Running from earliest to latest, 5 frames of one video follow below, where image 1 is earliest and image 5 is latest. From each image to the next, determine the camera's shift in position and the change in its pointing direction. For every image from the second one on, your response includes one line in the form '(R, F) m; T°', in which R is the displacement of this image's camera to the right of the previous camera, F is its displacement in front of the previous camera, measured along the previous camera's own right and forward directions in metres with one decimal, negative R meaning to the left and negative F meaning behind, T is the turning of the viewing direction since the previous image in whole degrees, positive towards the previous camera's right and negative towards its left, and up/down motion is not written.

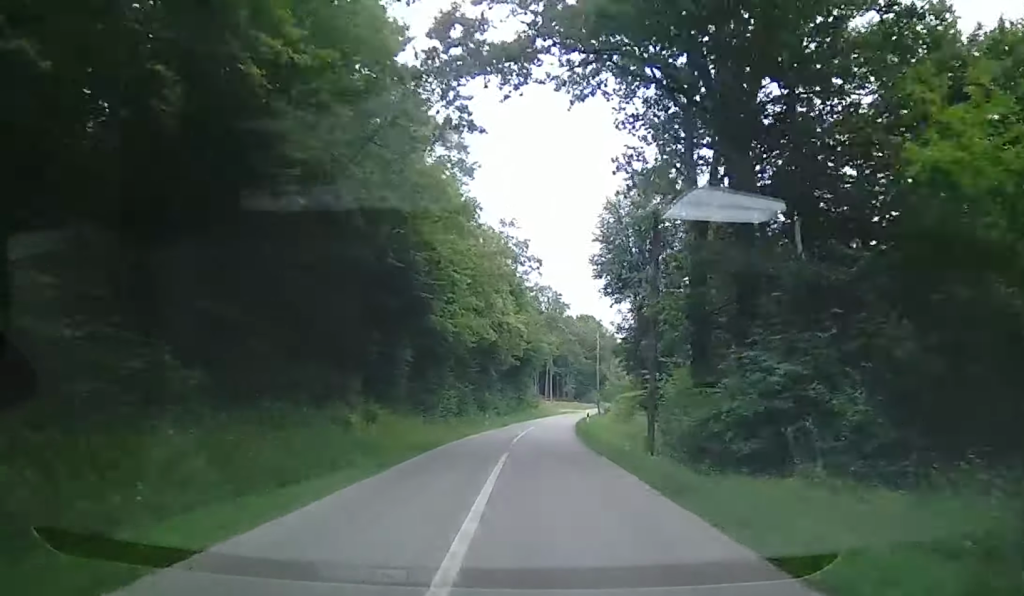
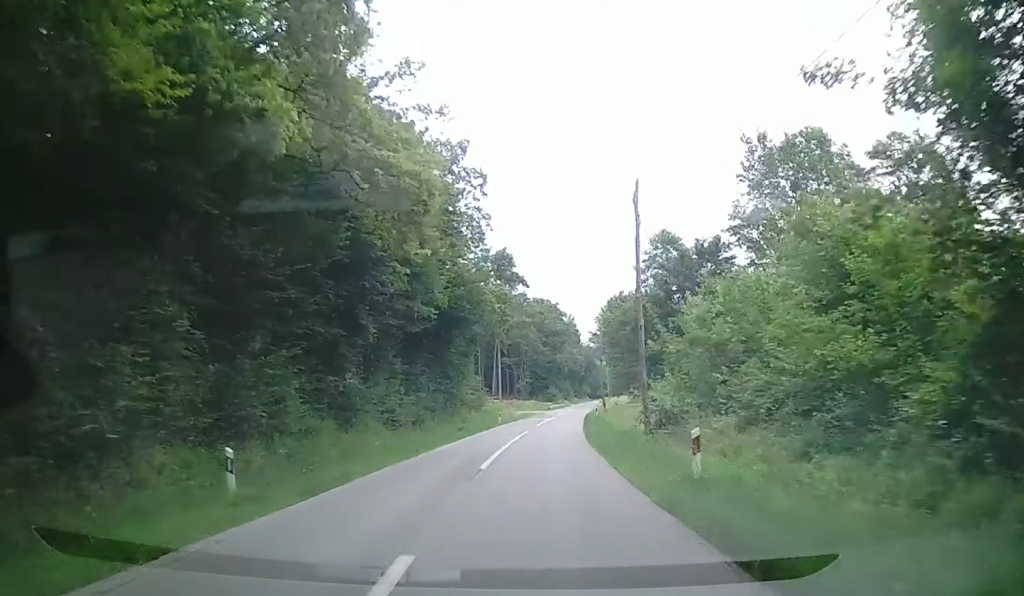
(+1.0, +36.4) m; +3°
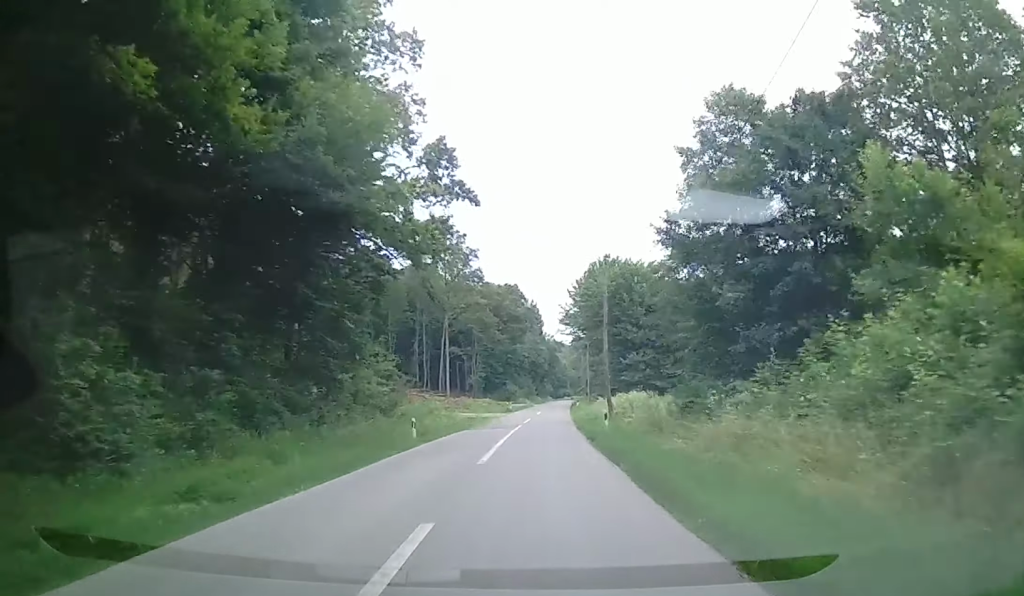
(+1.3, +23.4) m; +5°
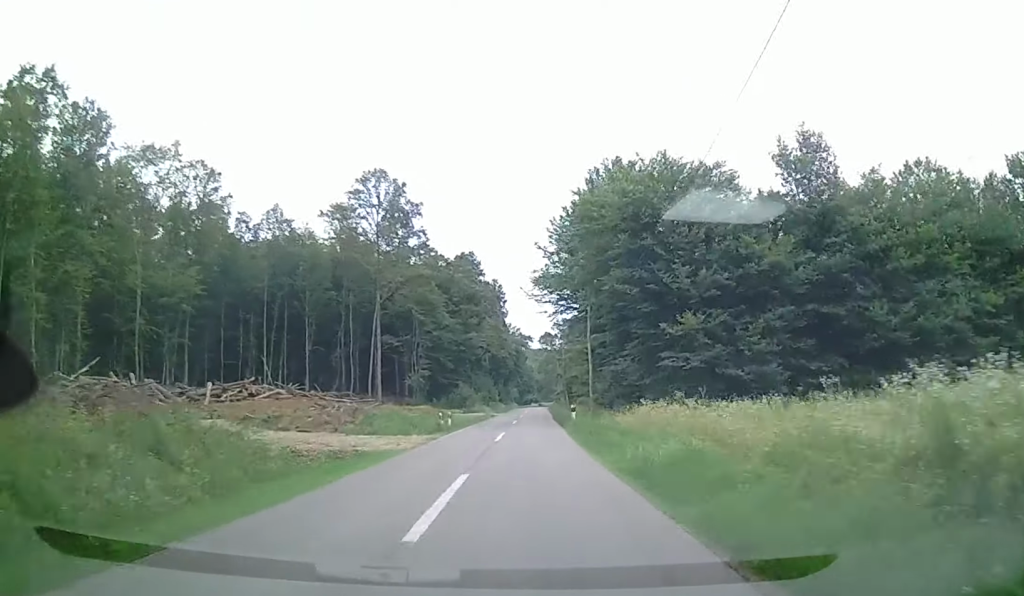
(+0.5, +29.0) m; +1°
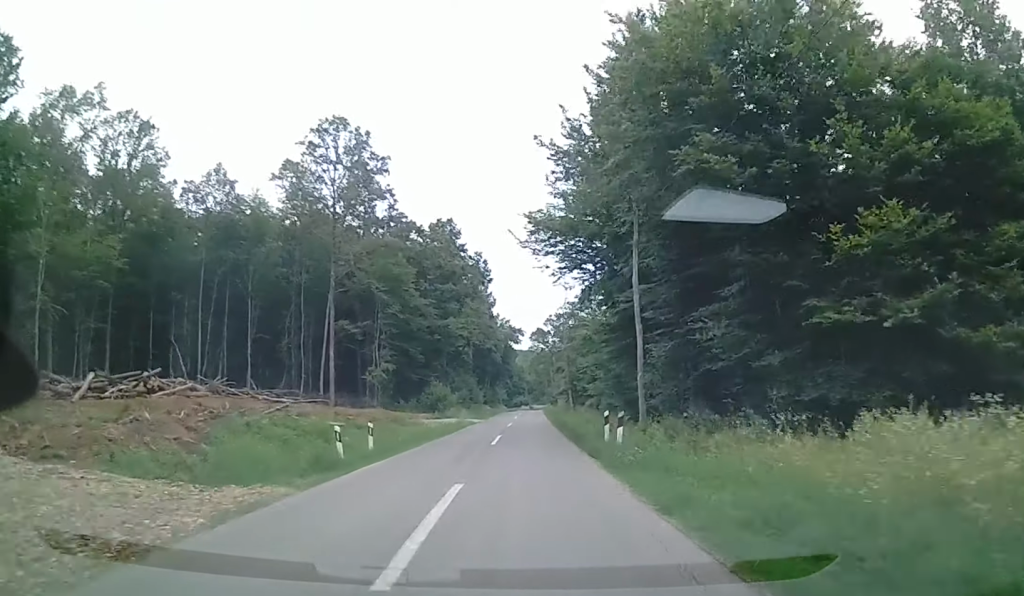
(+0.1, +17.1) m; +1°
